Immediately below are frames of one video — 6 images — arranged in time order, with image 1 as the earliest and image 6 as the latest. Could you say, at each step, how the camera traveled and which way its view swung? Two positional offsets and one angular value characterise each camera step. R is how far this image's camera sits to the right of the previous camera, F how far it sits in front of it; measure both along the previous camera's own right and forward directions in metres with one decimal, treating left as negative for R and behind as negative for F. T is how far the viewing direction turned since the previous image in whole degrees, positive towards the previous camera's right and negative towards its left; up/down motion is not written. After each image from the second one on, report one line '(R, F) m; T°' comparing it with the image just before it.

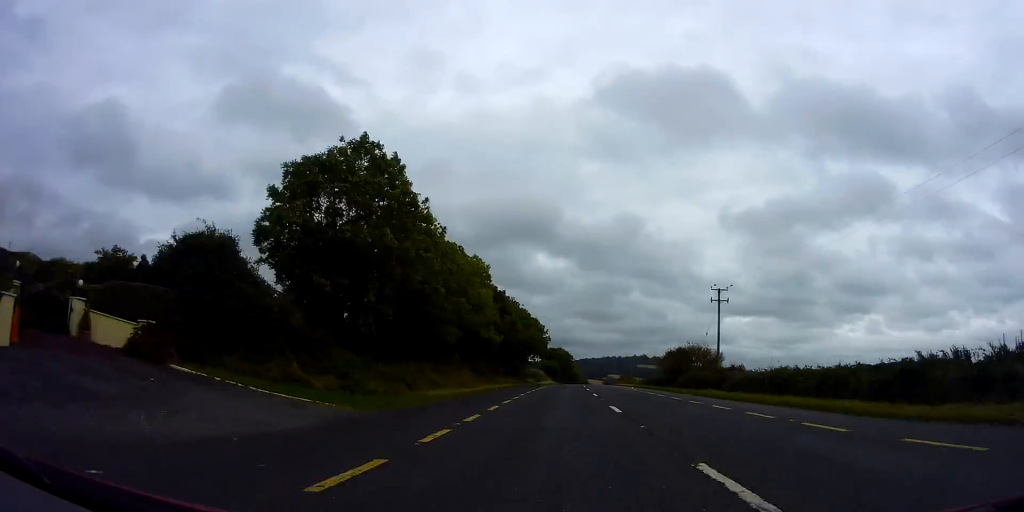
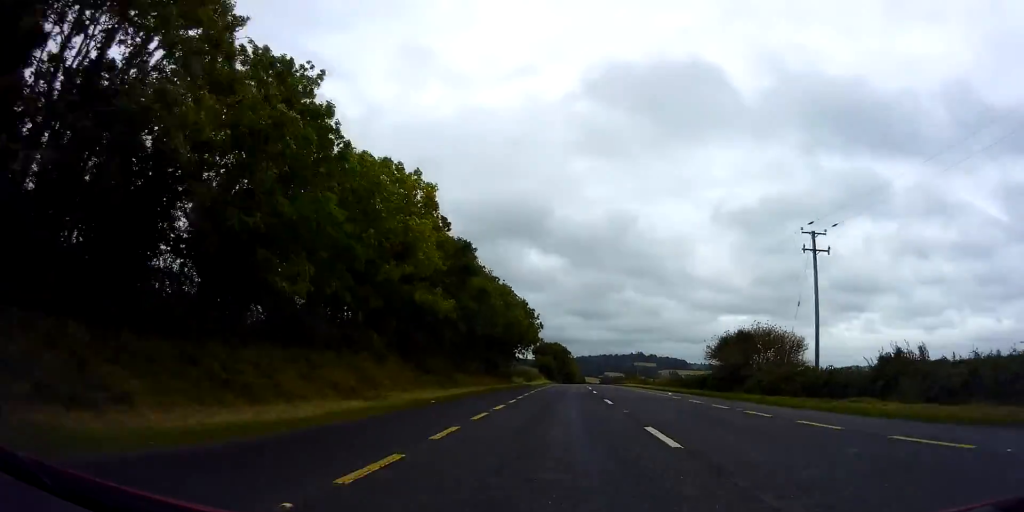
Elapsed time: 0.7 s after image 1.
(0.0, +19.7) m; 0°
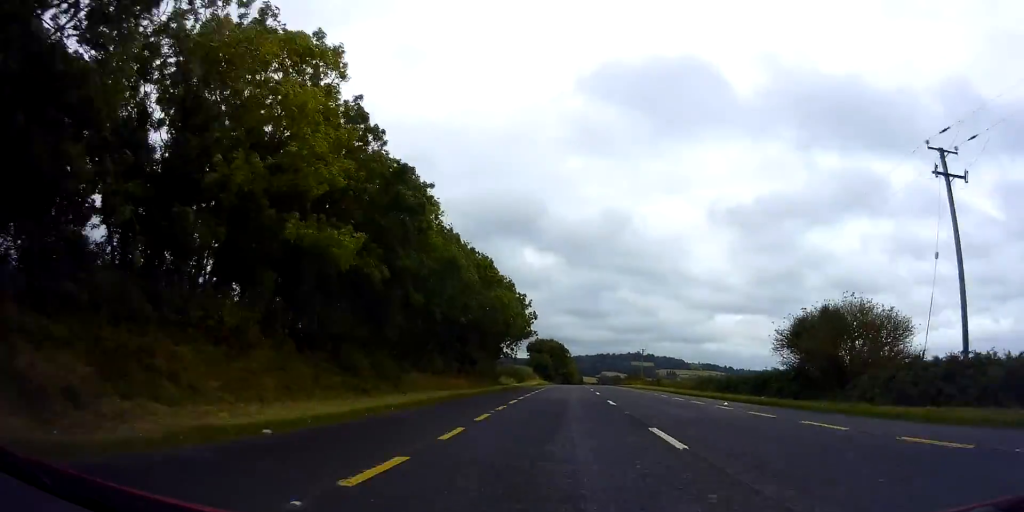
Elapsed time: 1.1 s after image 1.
(0.0, +12.1) m; 0°
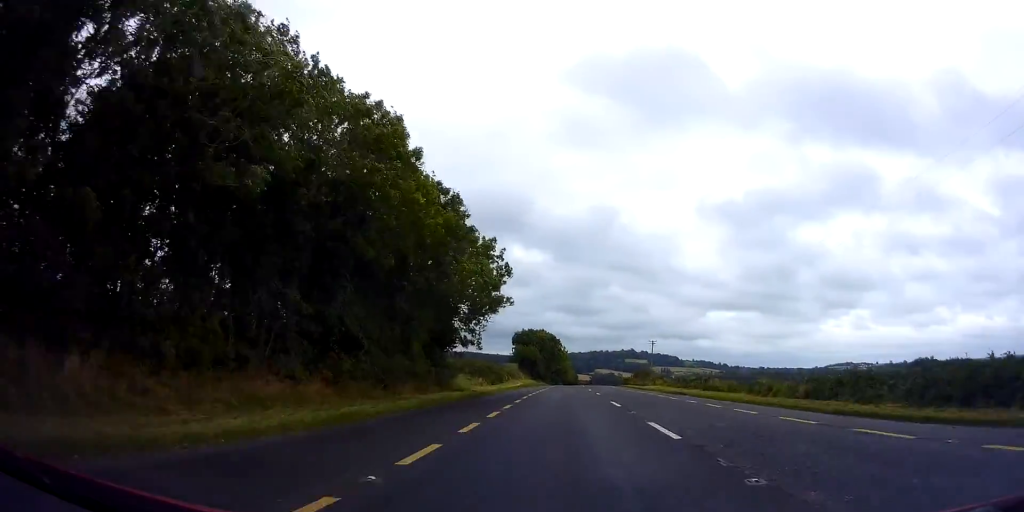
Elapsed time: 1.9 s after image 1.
(+0.1, +22.5) m; +1°
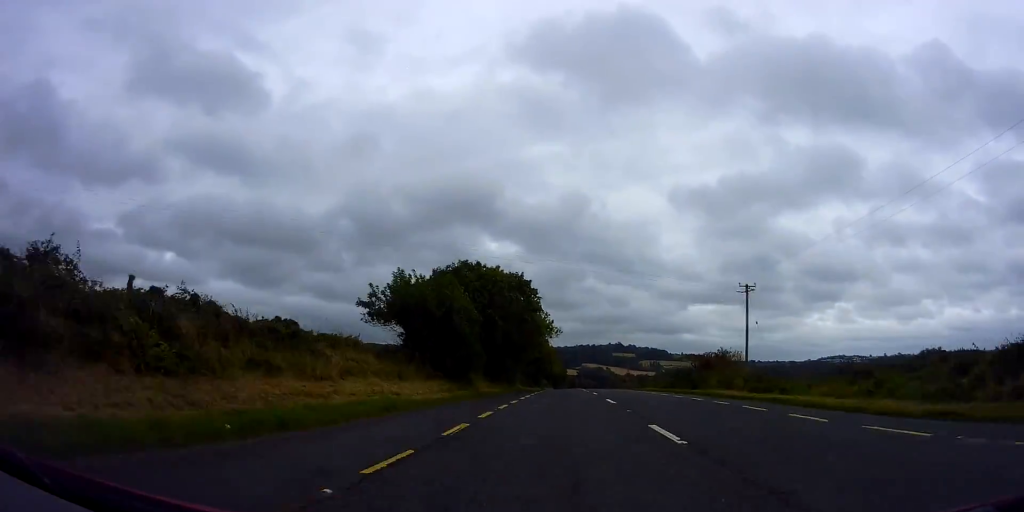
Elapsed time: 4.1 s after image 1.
(+1.2, +61.1) m; +2°
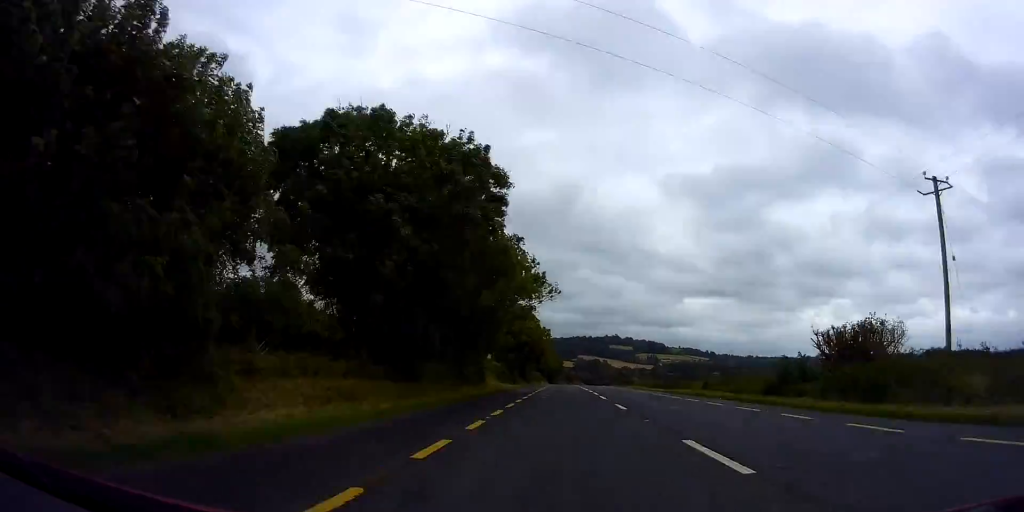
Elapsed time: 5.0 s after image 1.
(0.0, +26.2) m; 0°
